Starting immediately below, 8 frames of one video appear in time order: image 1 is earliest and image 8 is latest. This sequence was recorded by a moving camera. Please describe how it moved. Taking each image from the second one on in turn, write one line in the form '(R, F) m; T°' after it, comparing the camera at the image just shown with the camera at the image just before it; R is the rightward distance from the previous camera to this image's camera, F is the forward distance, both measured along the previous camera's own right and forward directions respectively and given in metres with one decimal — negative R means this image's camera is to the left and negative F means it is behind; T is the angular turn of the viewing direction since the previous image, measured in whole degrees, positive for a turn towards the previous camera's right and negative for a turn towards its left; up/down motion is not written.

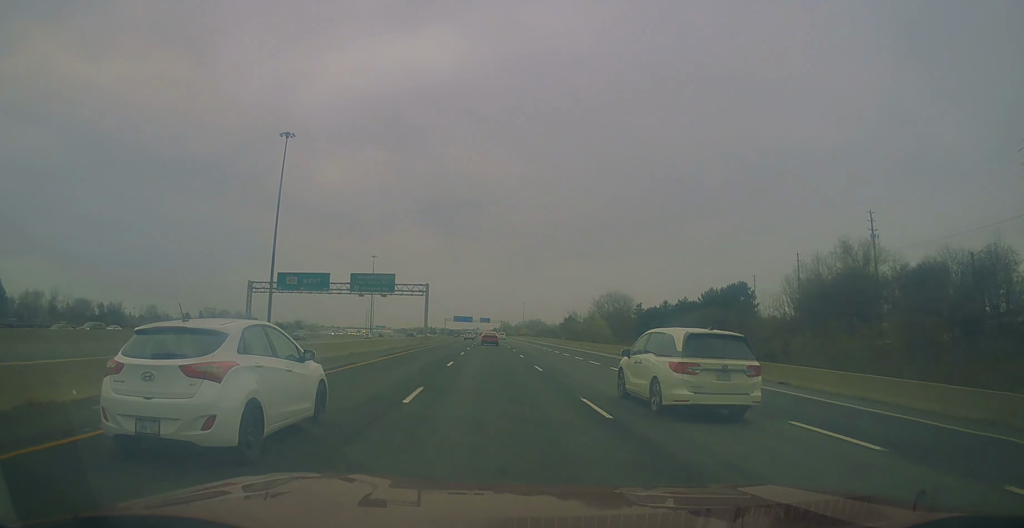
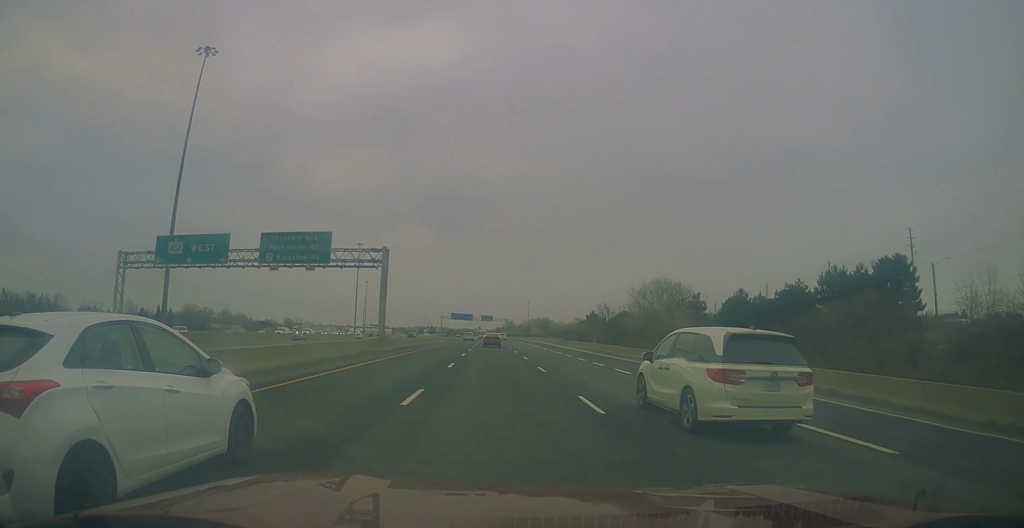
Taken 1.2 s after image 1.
(-0.3, +36.3) m; -1°
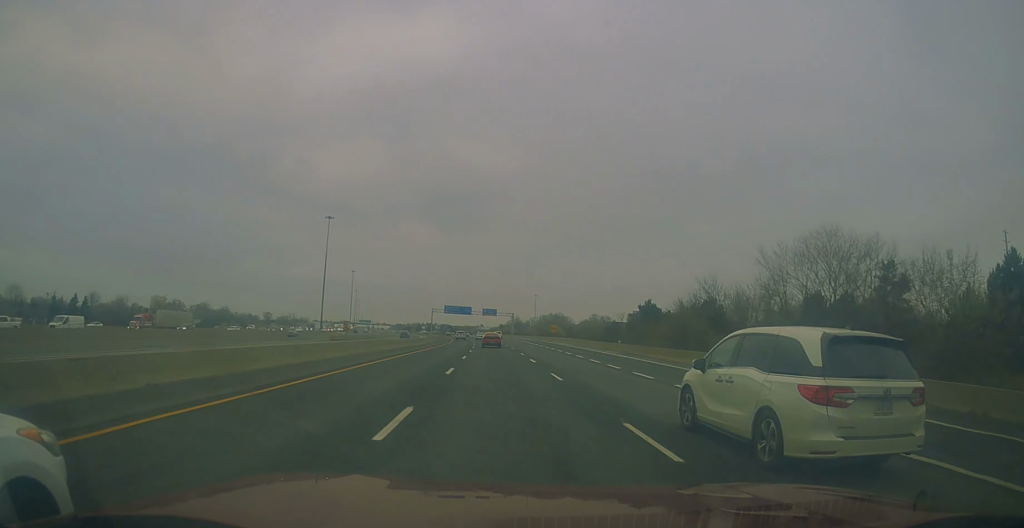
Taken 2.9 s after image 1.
(-0.2, +51.4) m; 0°
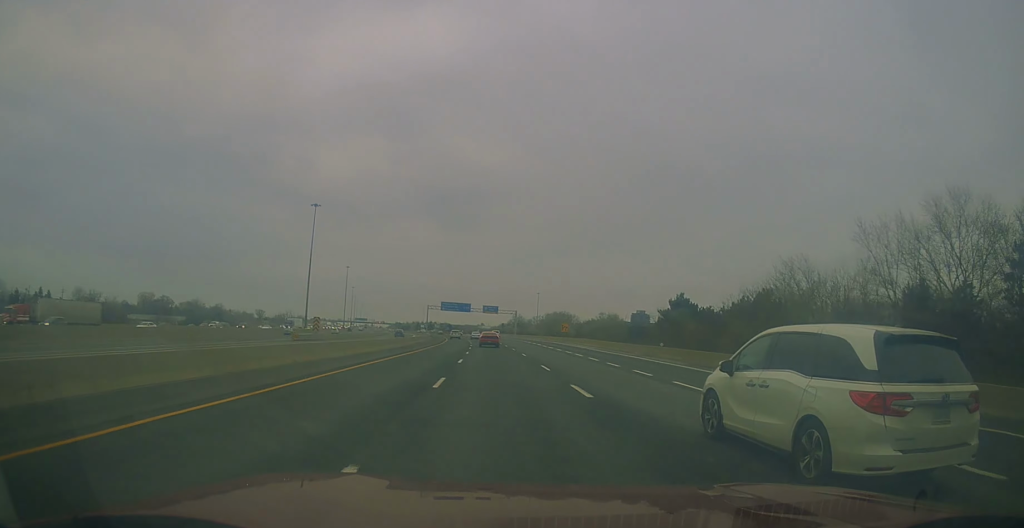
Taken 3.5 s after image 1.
(-0.2, +17.0) m; 0°
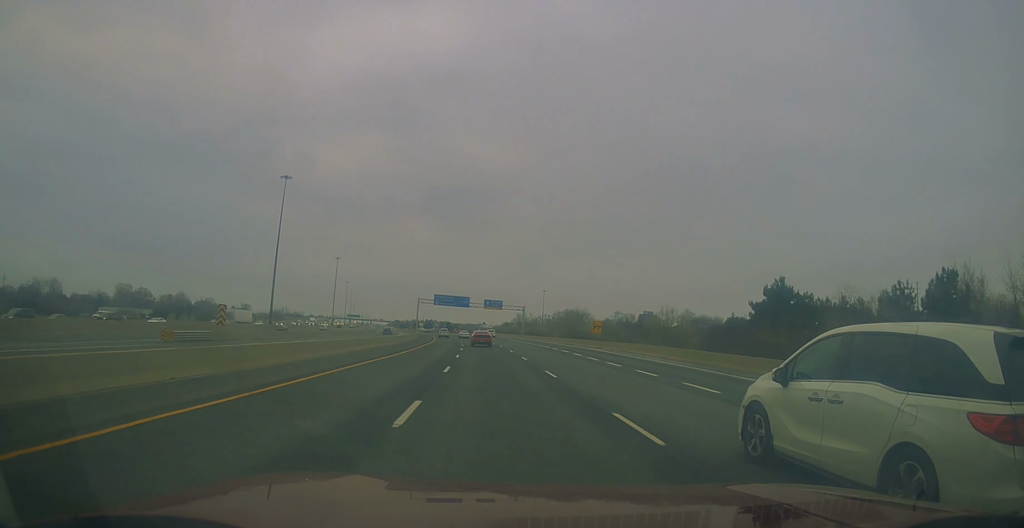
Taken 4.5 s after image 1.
(+0.4, +29.7) m; 0°
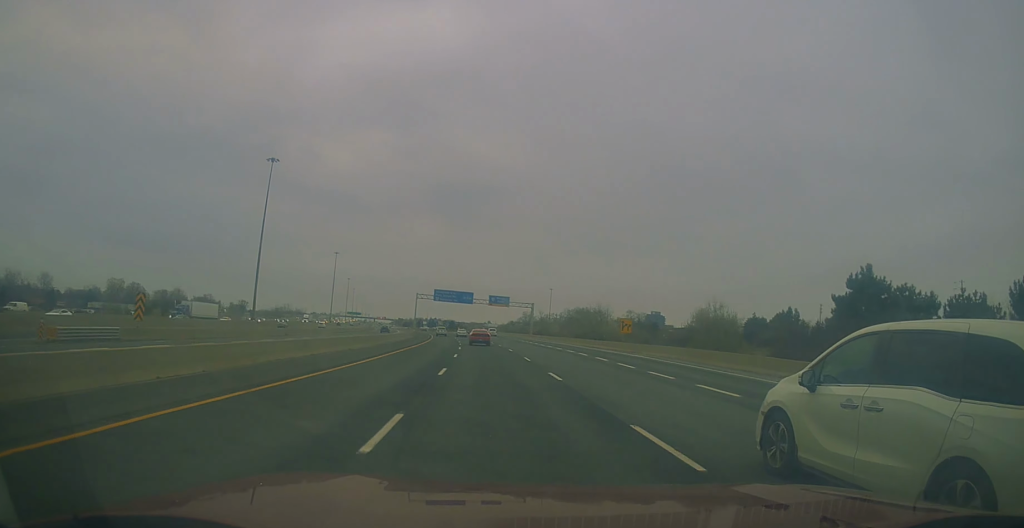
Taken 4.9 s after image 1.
(-0.1, +13.7) m; -1°
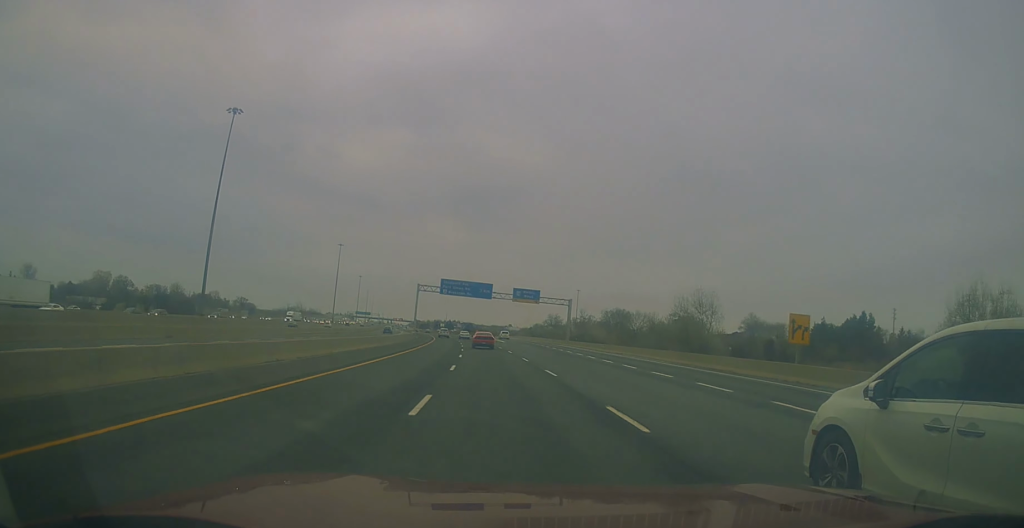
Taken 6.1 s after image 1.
(-0.6, +33.0) m; -2°
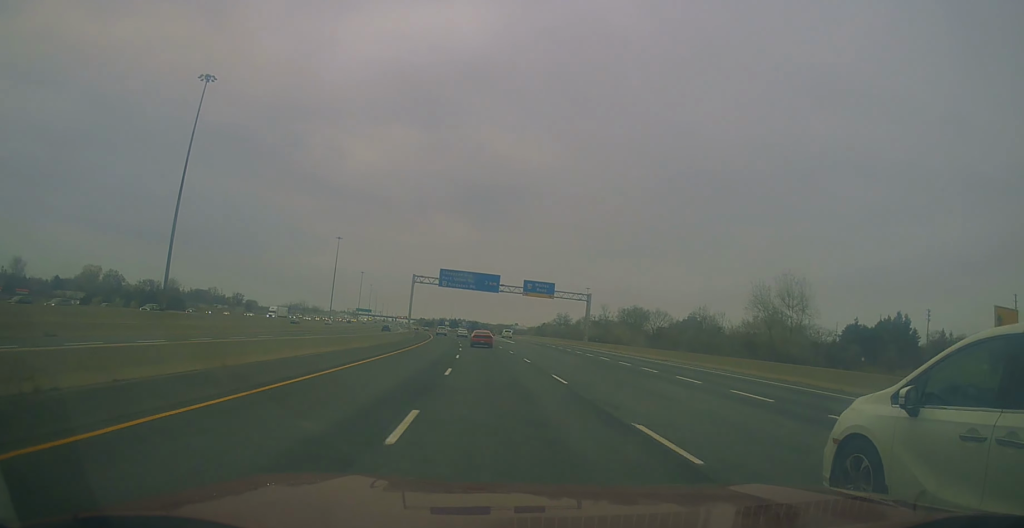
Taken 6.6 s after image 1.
(-0.1, +14.5) m; -1°
